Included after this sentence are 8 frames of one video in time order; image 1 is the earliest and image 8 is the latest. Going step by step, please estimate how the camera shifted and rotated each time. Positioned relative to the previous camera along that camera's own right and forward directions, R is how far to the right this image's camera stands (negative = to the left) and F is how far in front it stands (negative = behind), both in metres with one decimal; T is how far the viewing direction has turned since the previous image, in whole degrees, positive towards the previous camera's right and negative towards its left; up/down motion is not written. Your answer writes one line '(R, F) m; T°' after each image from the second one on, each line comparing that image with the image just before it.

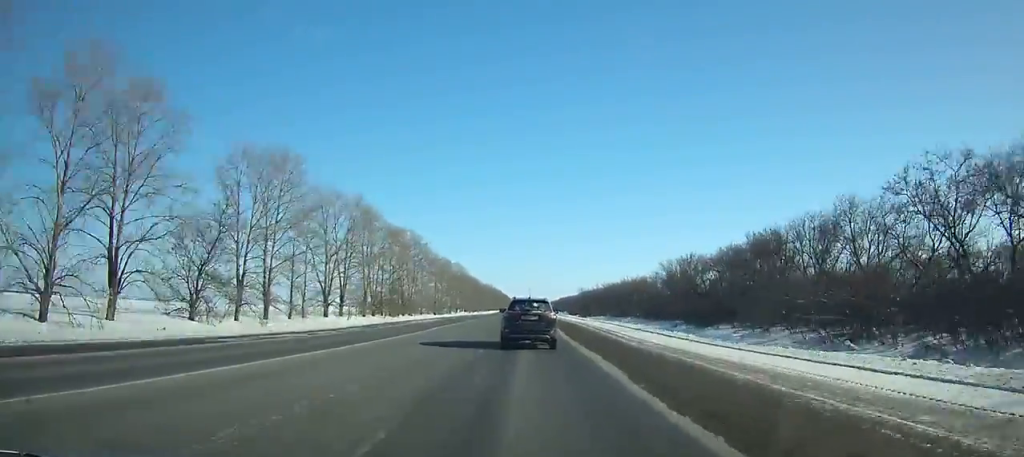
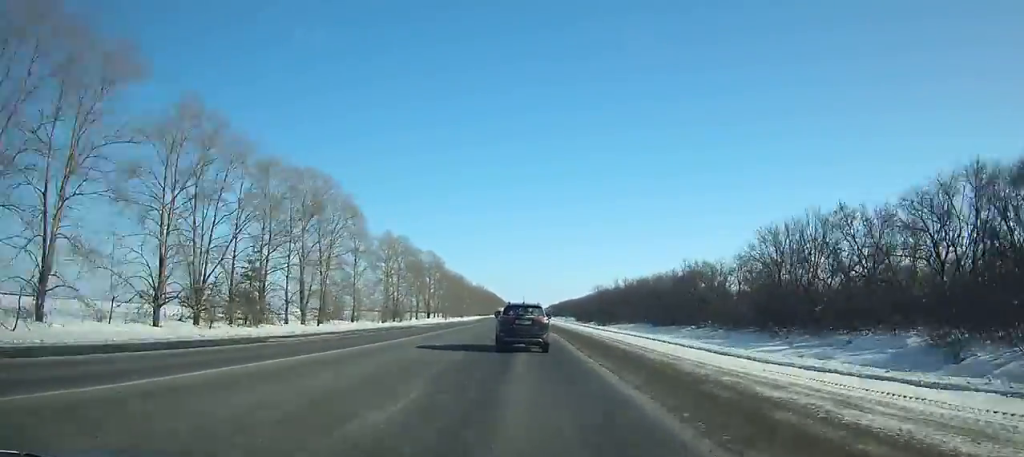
(0.0, +57.9) m; 0°
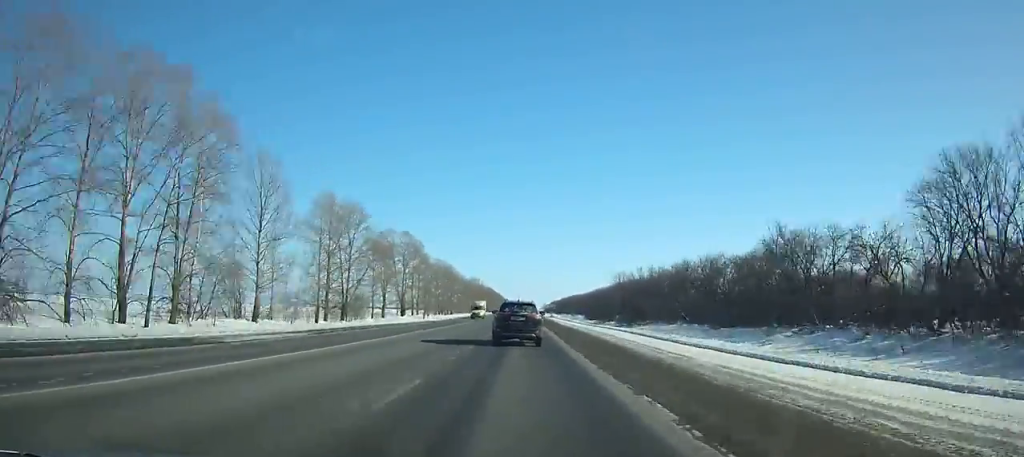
(0.0, +35.5) m; 0°
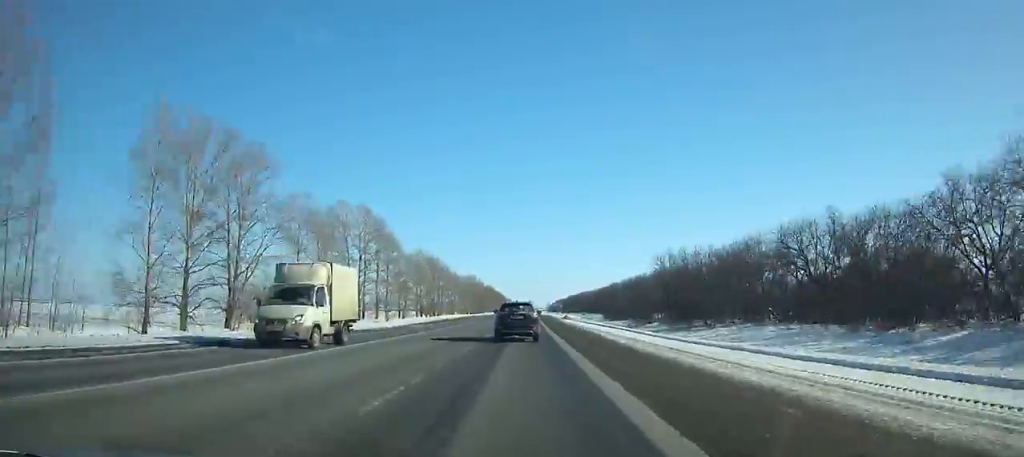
(0.0, +36.1) m; 0°
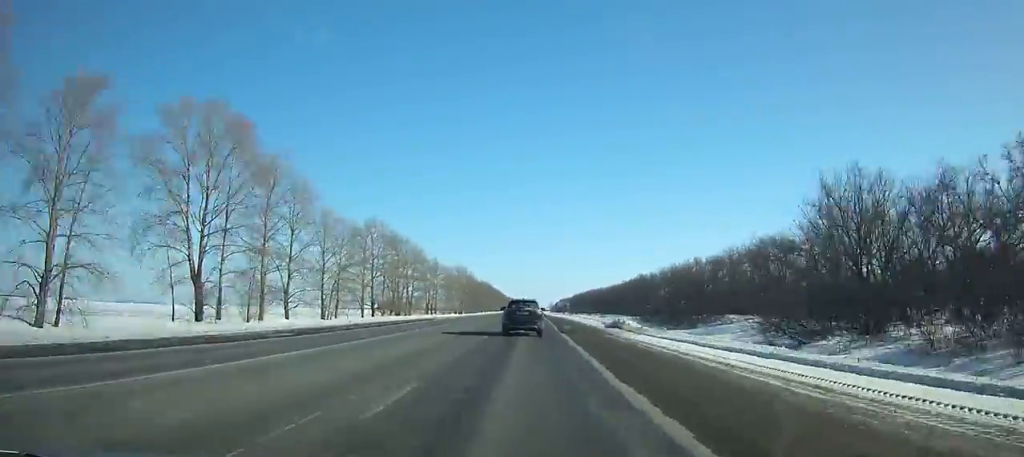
(0.0, +49.3) m; 0°
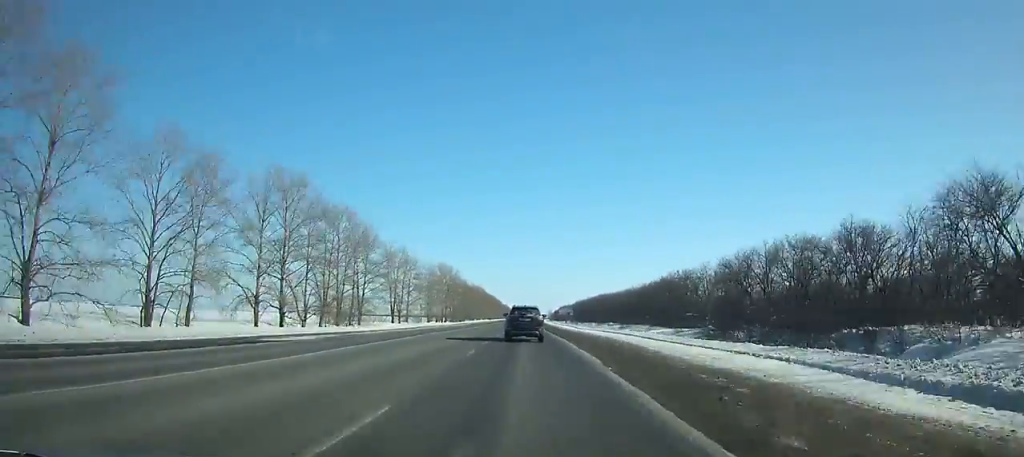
(-0.1, +37.2) m; 0°
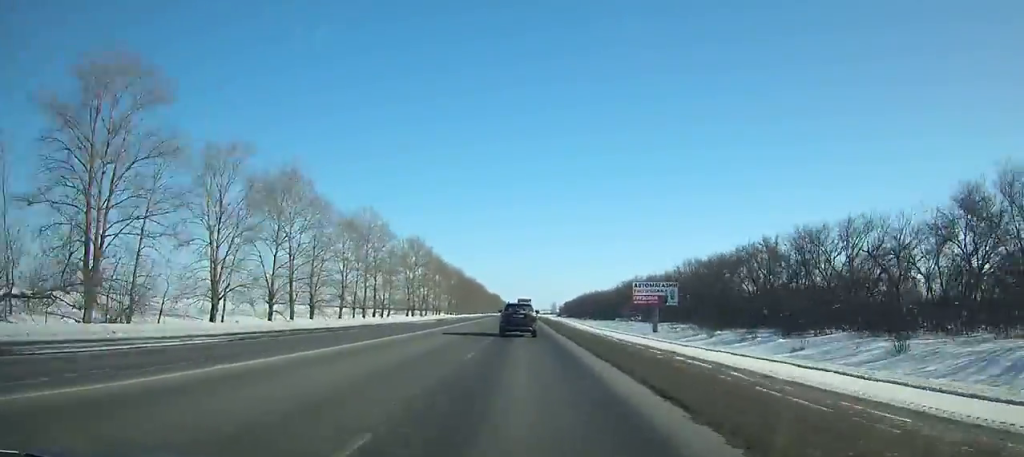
(+0.2, +178.9) m; 0°
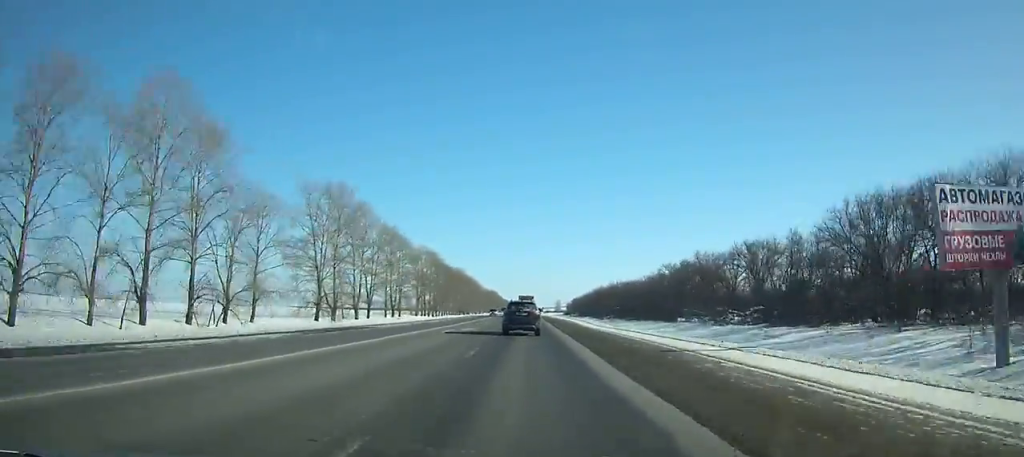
(+0.2, +59.7) m; 0°
